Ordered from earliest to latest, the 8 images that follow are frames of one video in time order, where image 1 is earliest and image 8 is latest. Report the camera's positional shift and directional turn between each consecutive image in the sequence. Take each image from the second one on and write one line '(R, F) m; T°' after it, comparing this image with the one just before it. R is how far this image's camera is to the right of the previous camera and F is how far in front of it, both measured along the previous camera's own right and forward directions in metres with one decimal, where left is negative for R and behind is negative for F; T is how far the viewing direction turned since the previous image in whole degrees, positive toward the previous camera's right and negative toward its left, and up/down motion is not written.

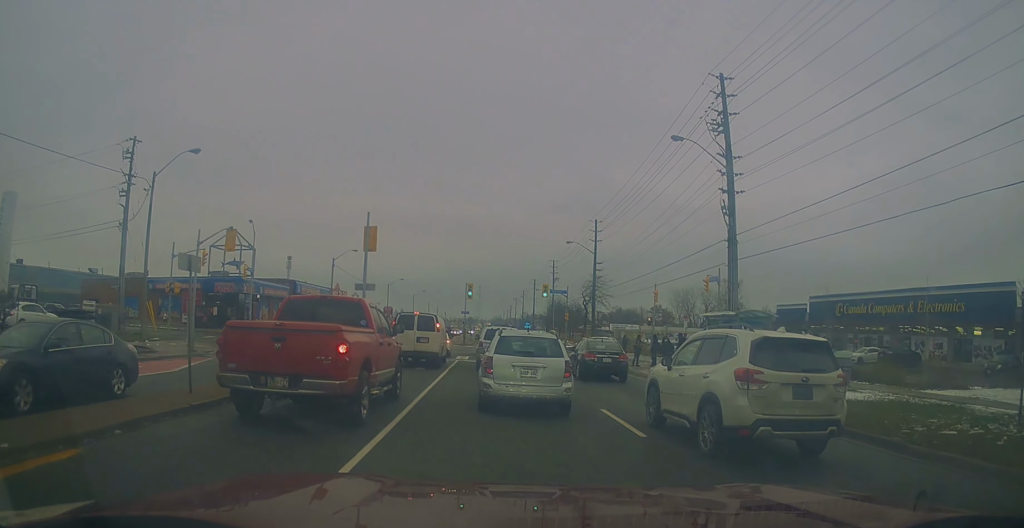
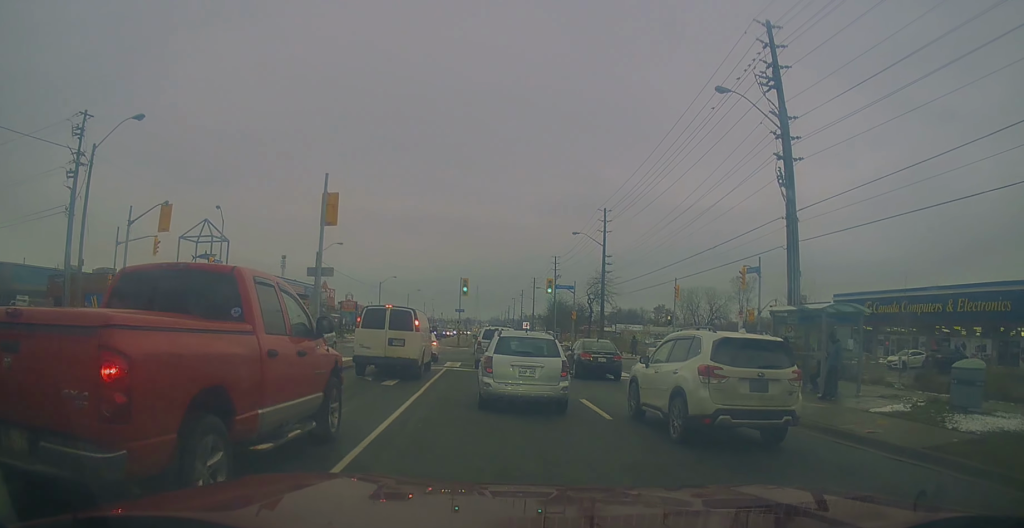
(-0.4, +5.9) m; -2°
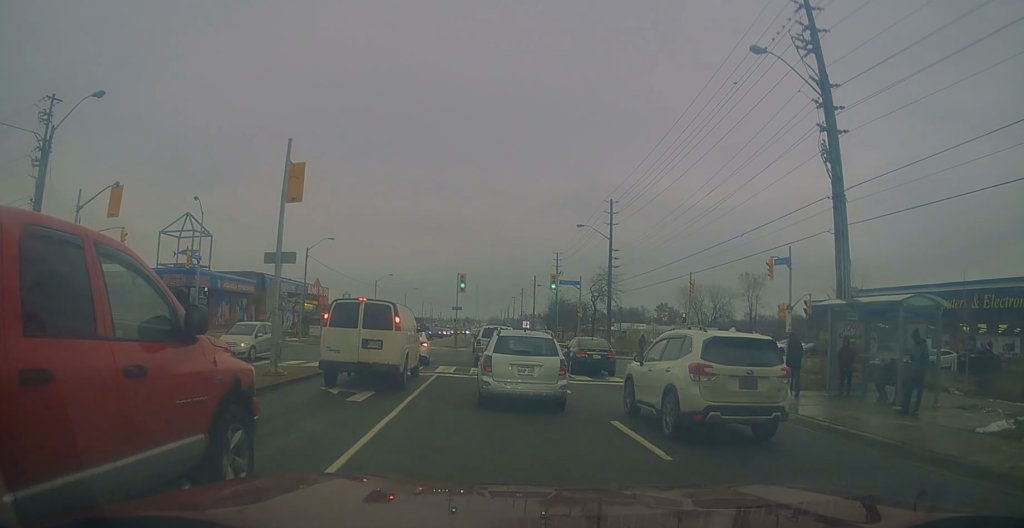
(-0.1, +3.4) m; +1°
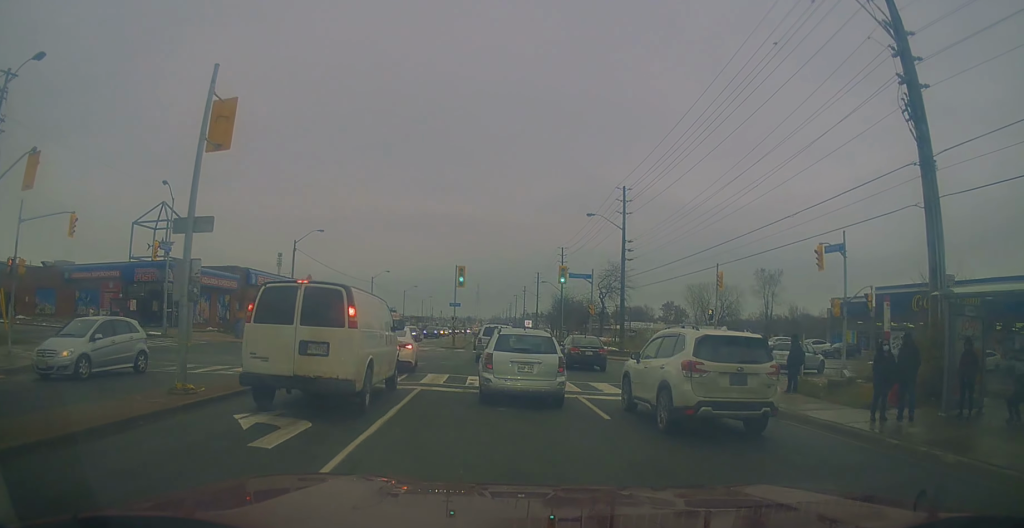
(+0.6, +4.8) m; +1°
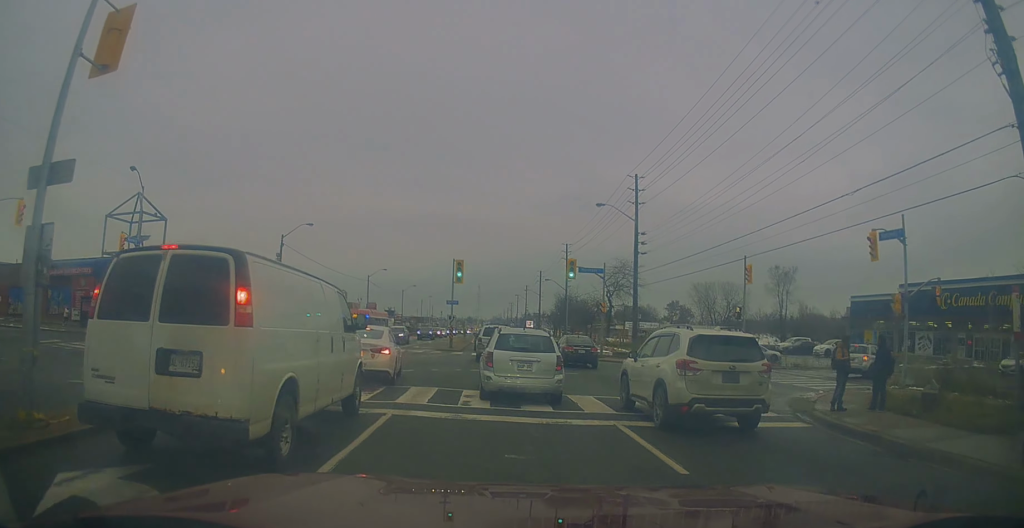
(-0.3, +4.2) m; -2°
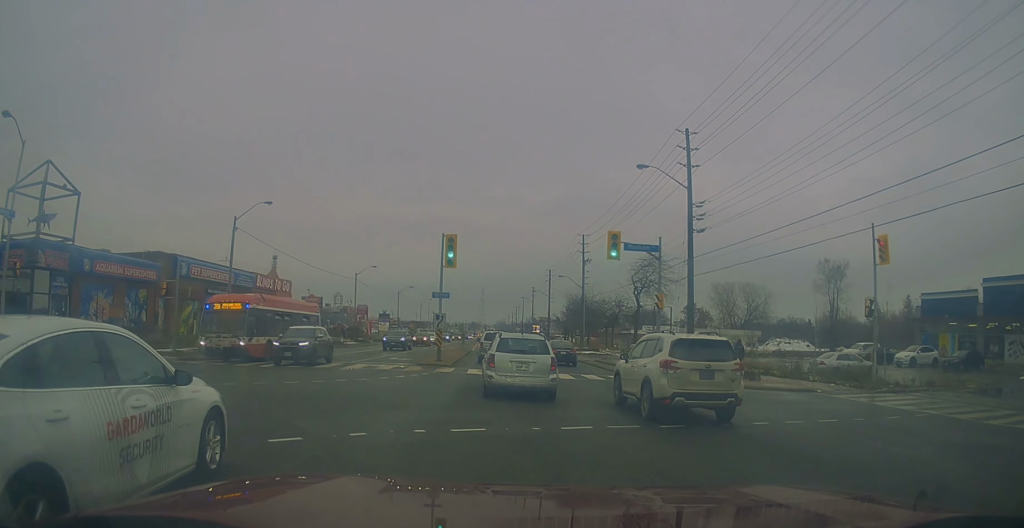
(-0.1, +12.2) m; 0°
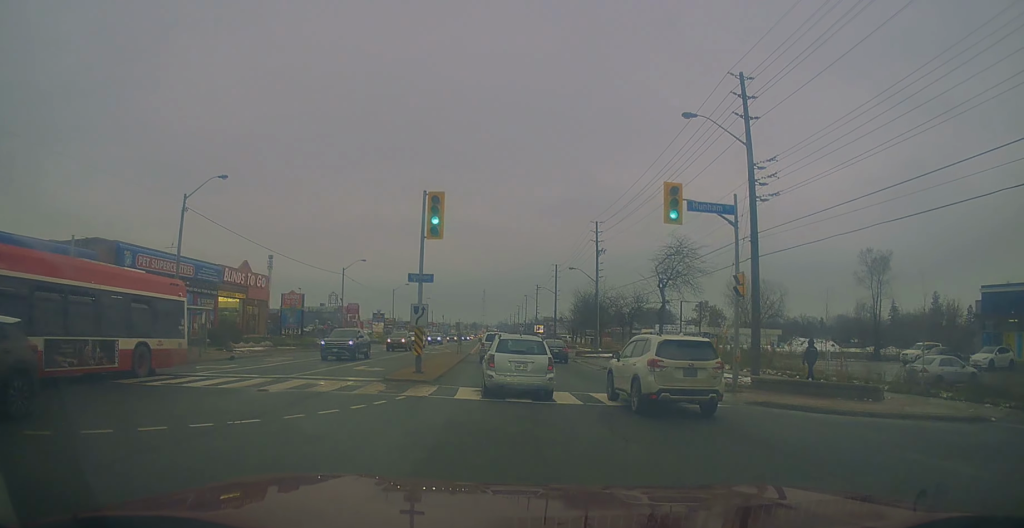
(-0.1, +8.6) m; -2°
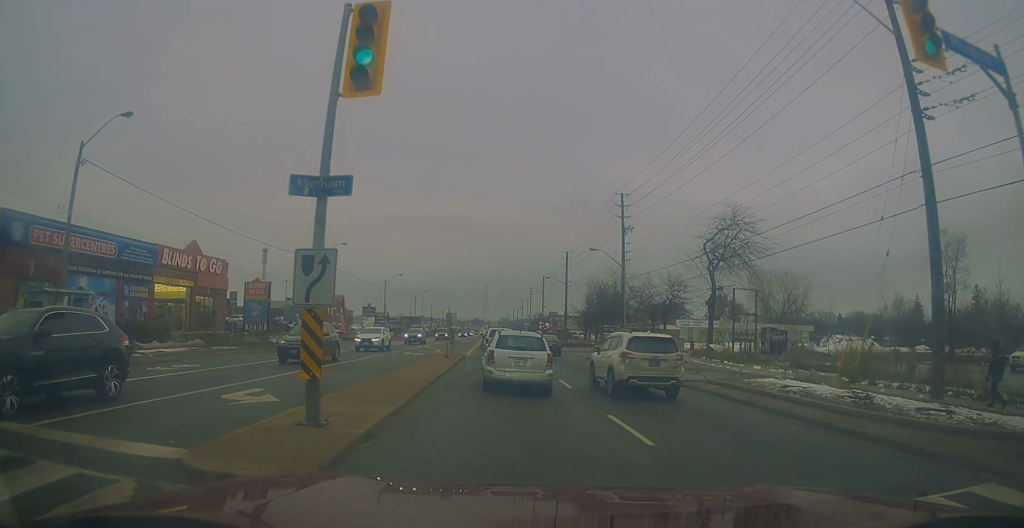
(-0.1, +12.0) m; +1°
